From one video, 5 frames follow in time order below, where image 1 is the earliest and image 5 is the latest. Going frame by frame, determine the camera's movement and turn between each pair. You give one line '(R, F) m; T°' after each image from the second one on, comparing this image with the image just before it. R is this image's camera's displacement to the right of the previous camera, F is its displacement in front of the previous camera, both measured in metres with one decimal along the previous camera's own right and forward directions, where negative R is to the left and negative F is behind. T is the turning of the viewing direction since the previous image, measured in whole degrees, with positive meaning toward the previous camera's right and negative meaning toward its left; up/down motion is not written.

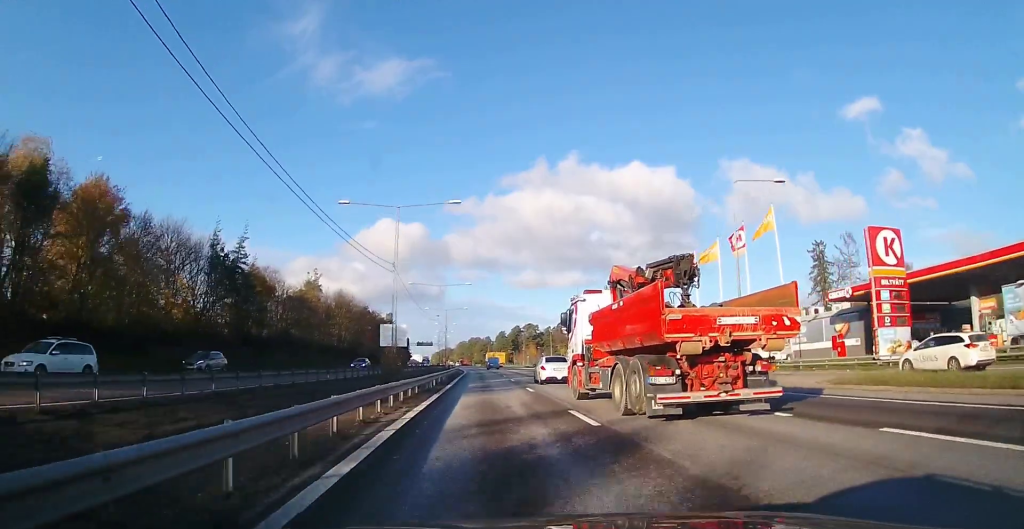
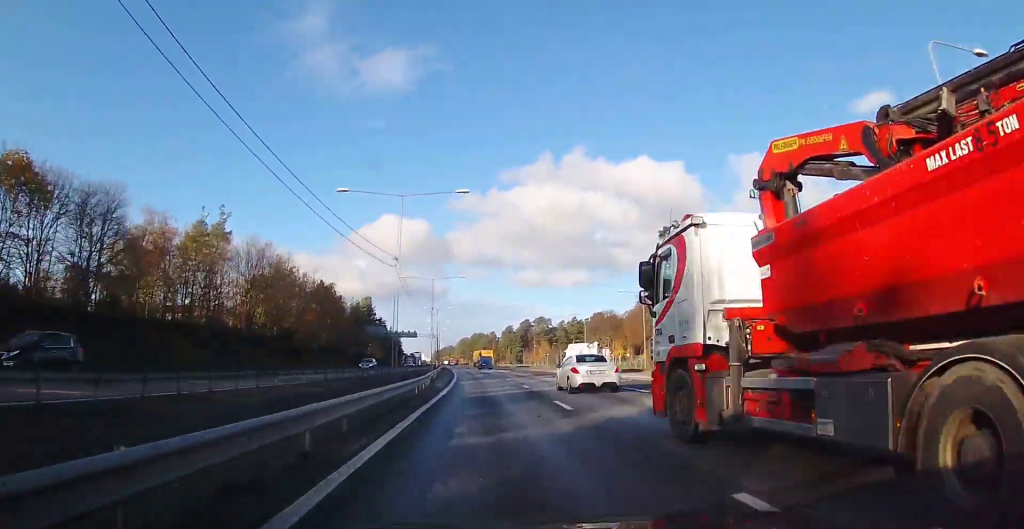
(+0.2, +43.2) m; +1°
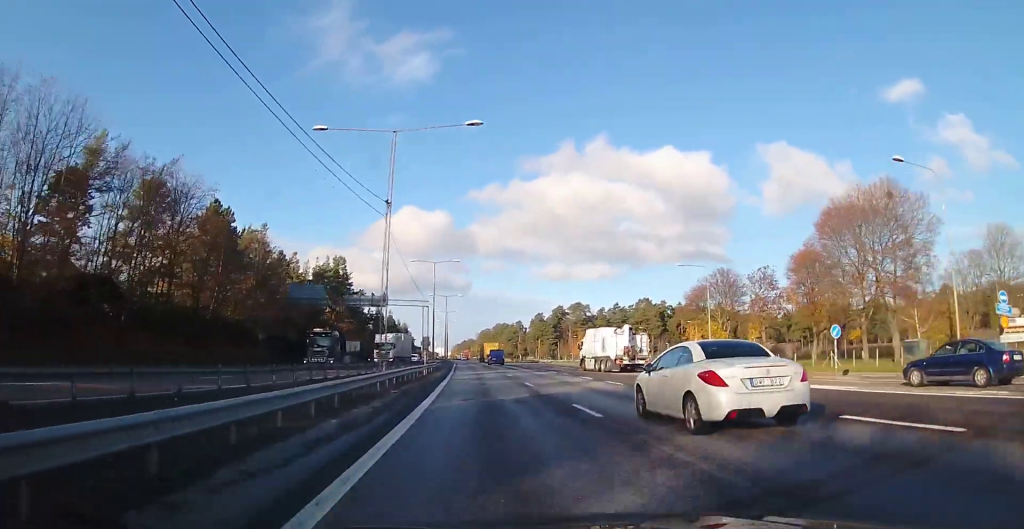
(-0.5, +48.7) m; -3°
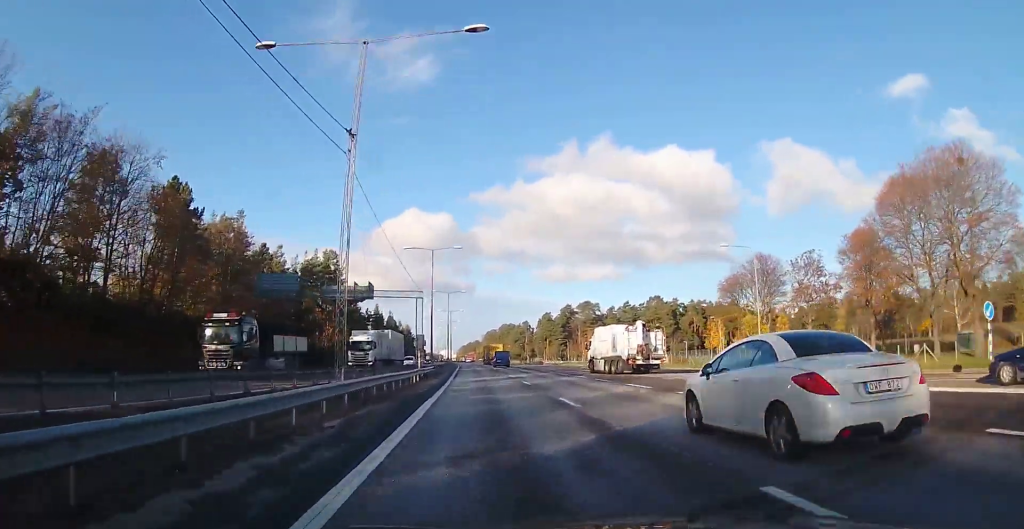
(-0.1, +9.2) m; -1°
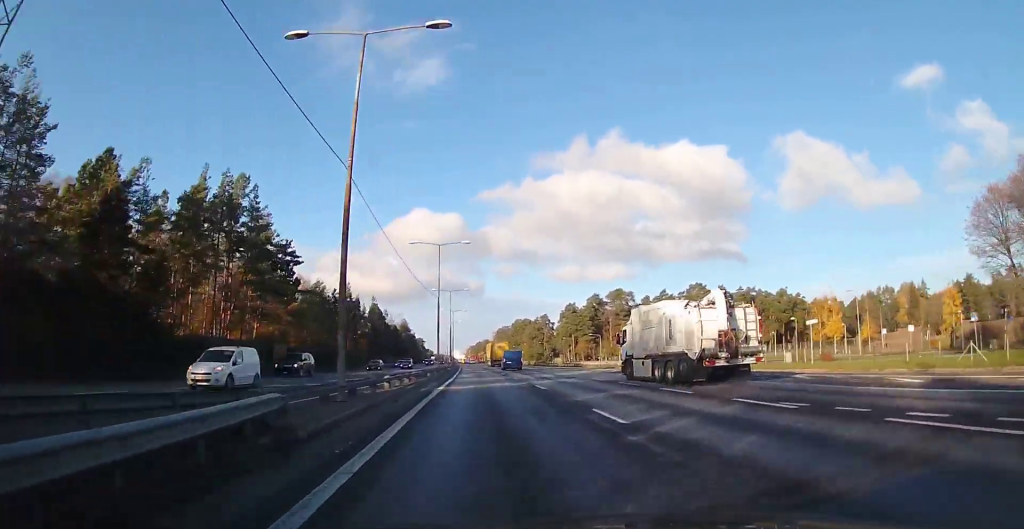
(-0.9, +39.2) m; -2°
